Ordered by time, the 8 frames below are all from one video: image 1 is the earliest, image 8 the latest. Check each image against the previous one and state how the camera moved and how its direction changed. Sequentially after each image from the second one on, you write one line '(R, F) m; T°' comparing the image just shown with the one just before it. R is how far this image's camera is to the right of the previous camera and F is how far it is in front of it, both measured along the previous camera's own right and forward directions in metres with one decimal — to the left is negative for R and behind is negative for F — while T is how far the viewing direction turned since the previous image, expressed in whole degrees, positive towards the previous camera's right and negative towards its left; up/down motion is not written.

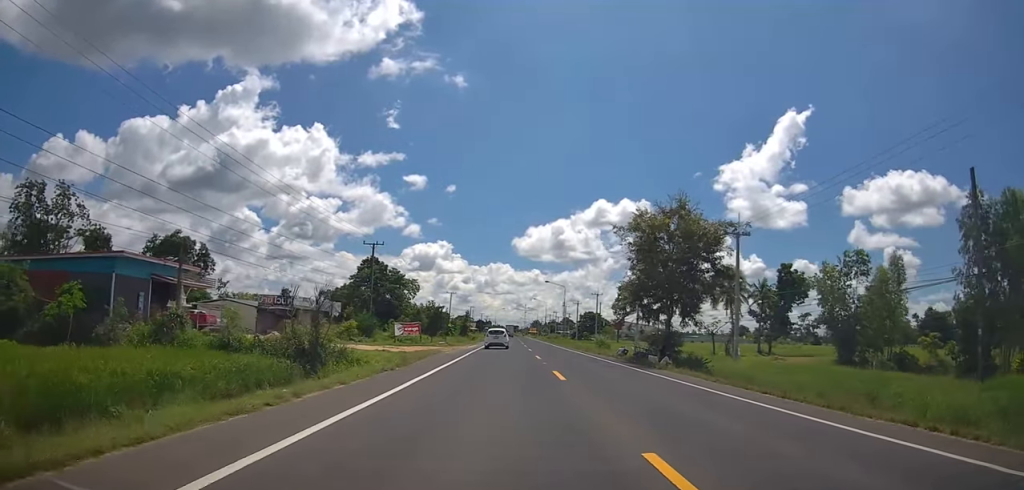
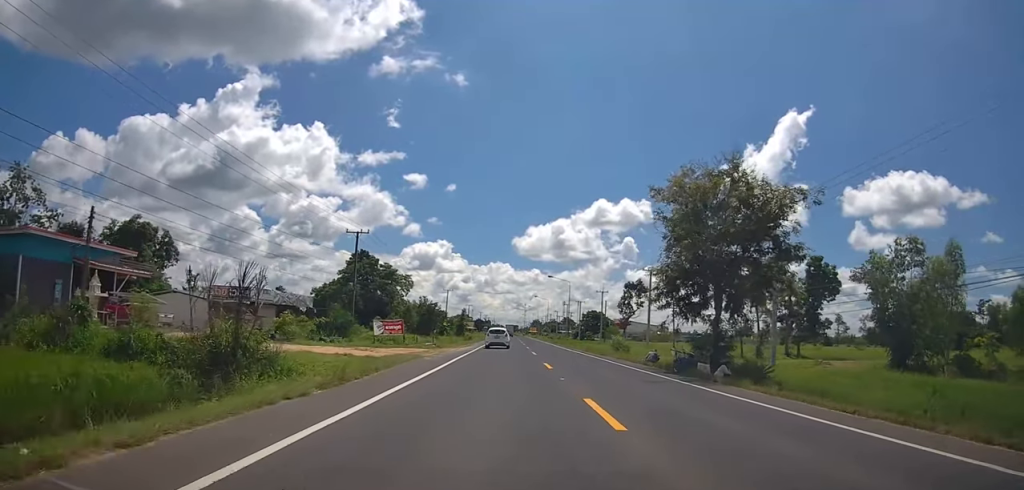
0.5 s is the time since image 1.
(+0.1, +7.4) m; -1°
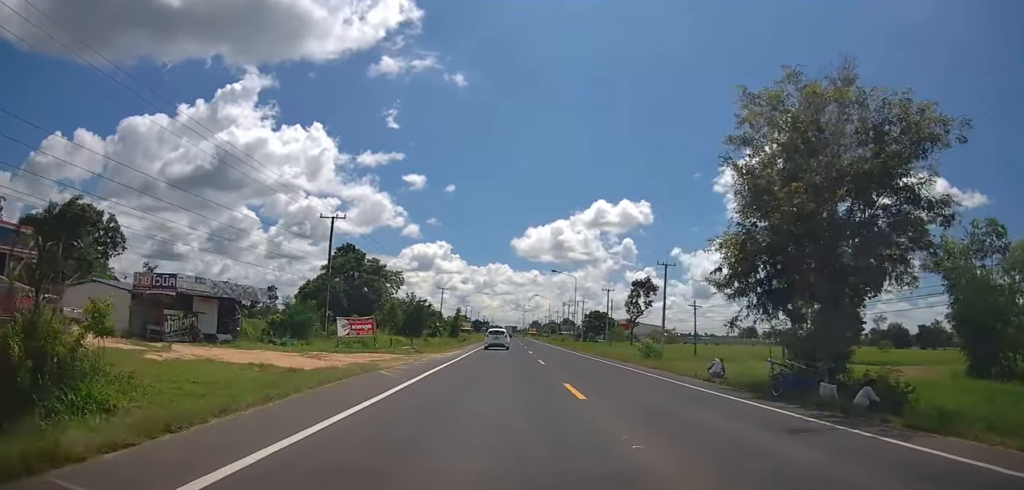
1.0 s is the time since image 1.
(-0.4, +8.6) m; 0°
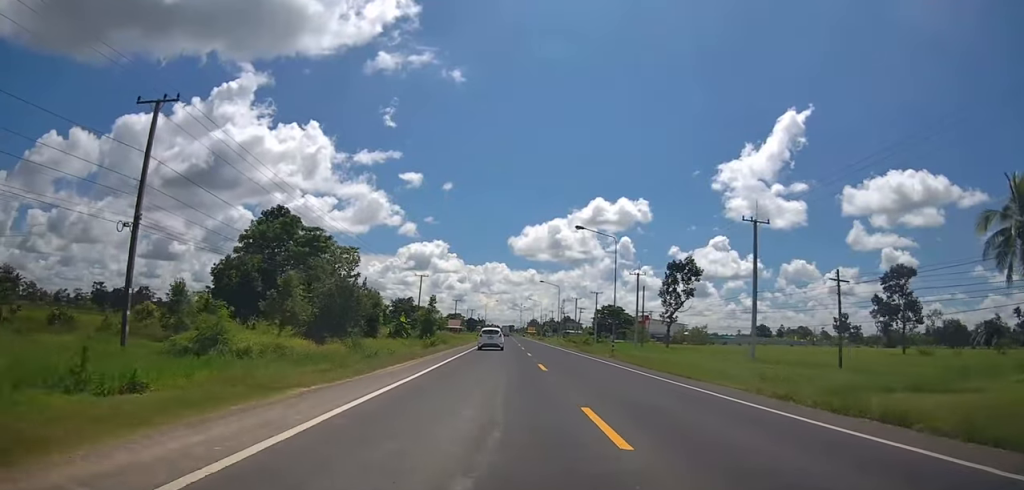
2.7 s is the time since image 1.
(+0.8, +28.6) m; +3°
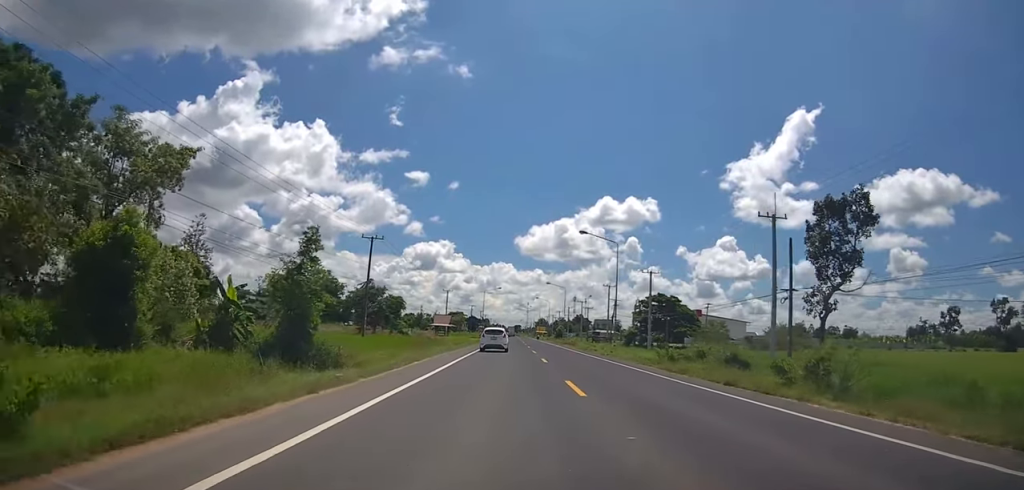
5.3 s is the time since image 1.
(-0.1, +42.9) m; -3°
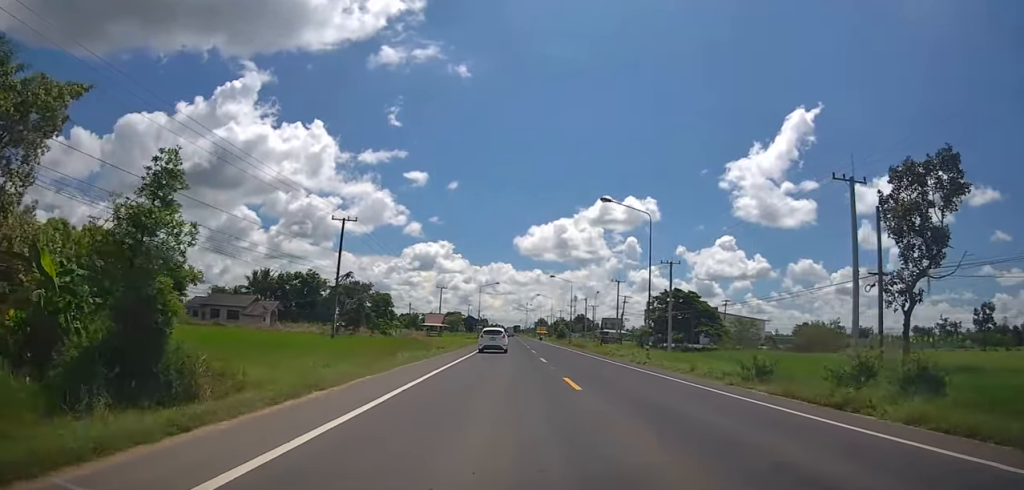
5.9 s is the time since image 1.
(-0.4, +11.2) m; 0°
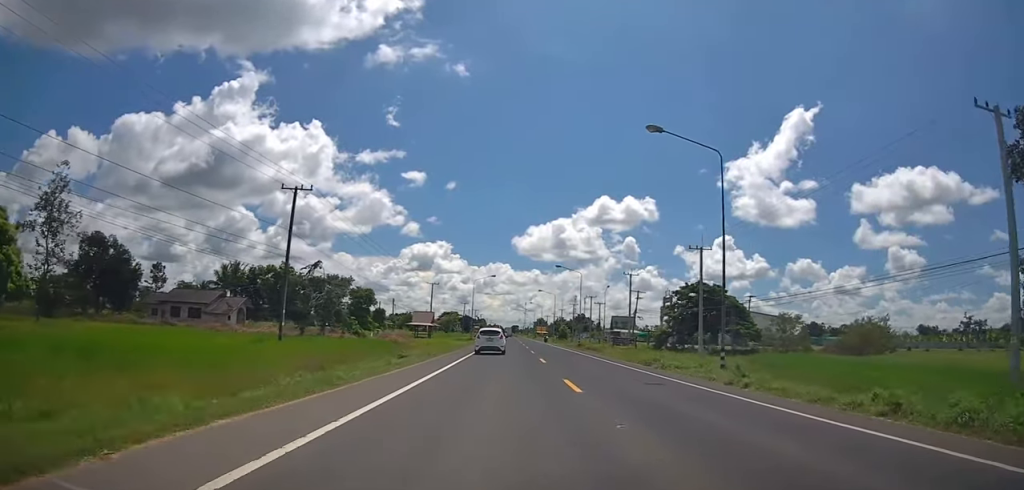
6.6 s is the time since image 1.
(-0.2, +12.1) m; +1°
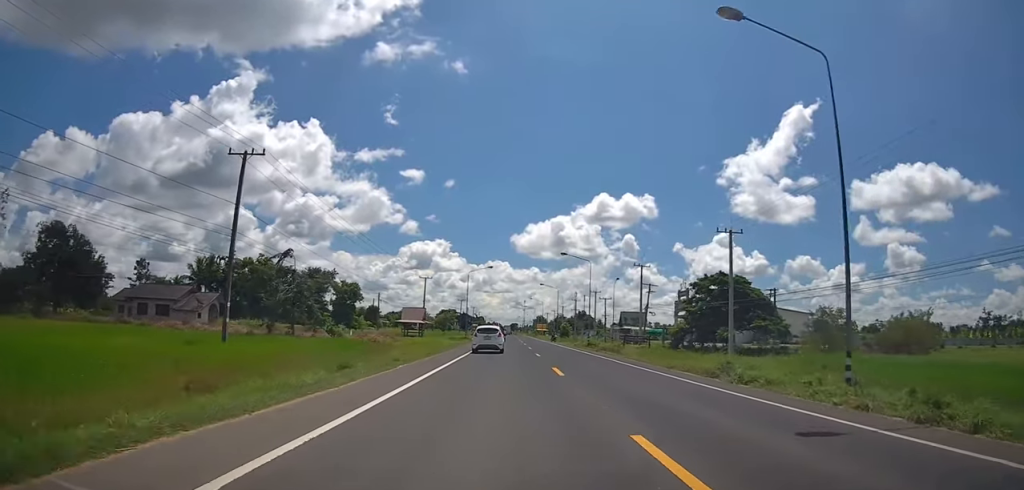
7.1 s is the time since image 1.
(+0.4, +8.5) m; +1°
